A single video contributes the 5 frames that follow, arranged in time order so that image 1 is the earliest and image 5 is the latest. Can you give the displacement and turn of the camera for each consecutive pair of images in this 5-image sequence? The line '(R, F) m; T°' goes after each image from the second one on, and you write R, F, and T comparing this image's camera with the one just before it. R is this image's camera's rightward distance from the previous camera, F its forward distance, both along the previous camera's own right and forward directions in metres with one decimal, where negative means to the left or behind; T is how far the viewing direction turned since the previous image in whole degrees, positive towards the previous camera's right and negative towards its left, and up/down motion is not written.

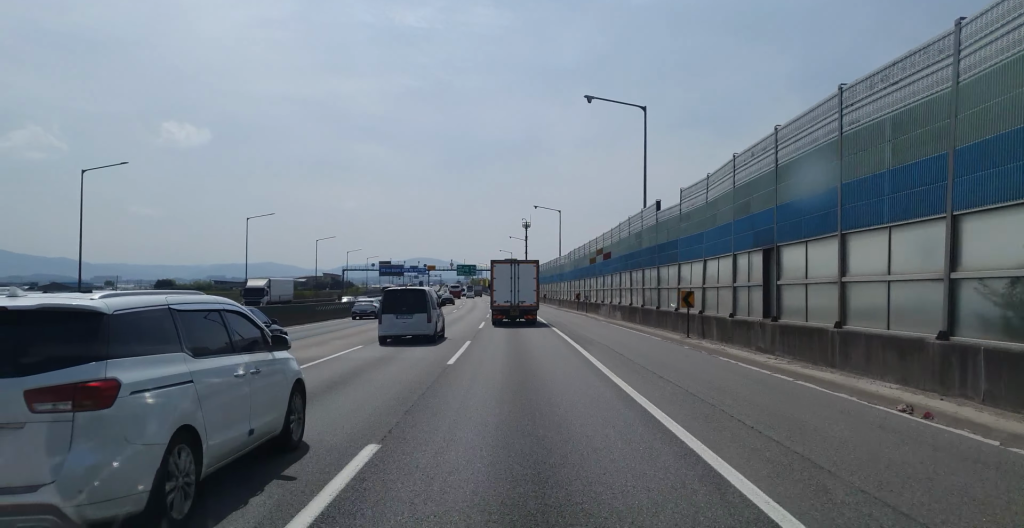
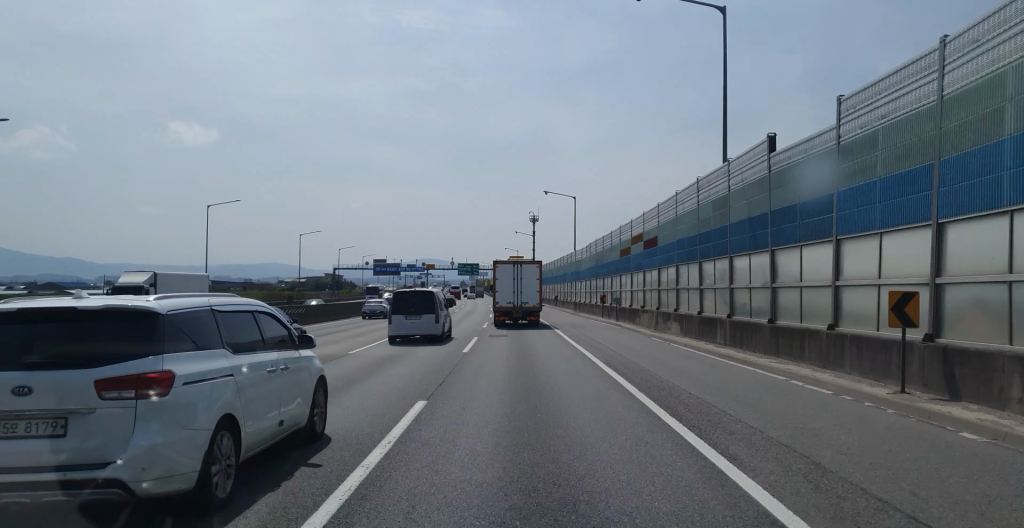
(+0.1, +15.2) m; 0°
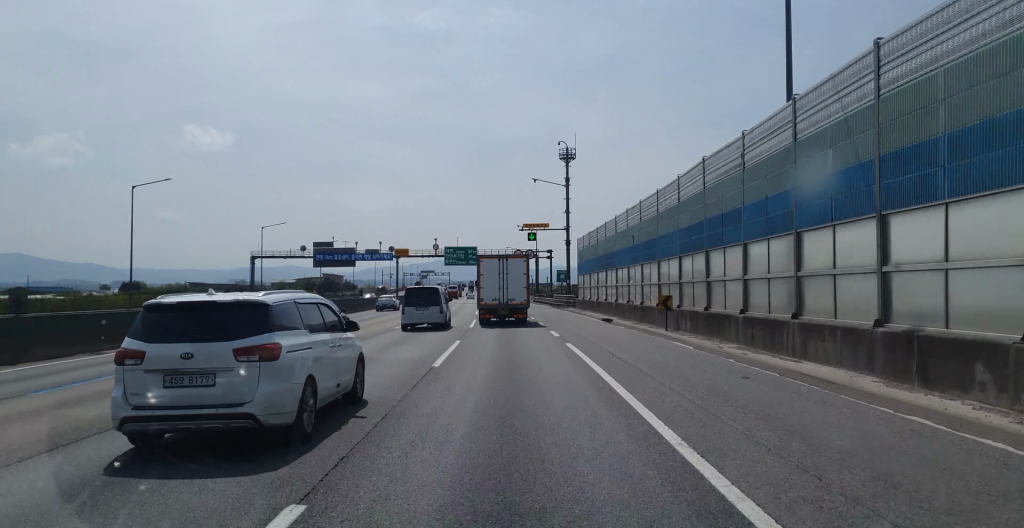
(-1.7, +62.1) m; -3°
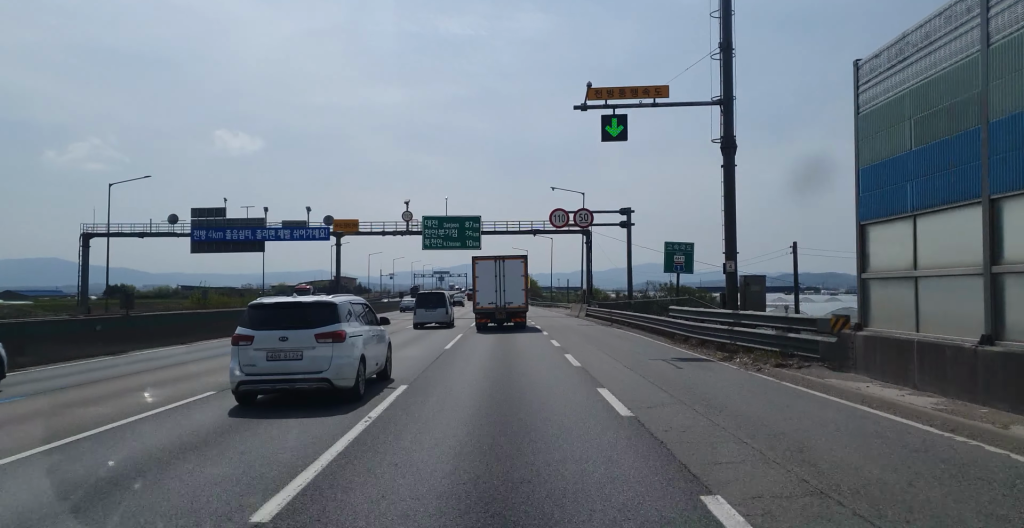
(+1.0, +50.8) m; +1°
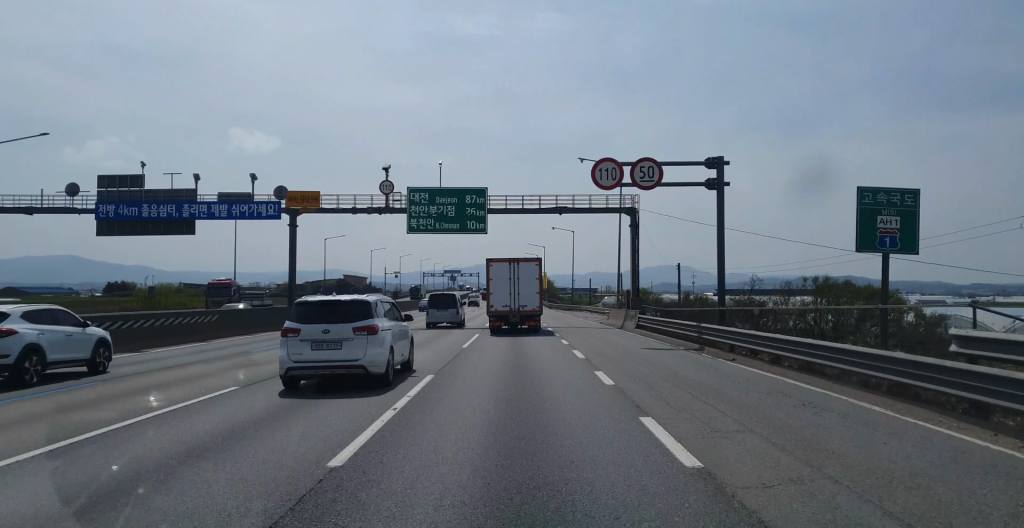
(-0.1, +17.1) m; -1°
